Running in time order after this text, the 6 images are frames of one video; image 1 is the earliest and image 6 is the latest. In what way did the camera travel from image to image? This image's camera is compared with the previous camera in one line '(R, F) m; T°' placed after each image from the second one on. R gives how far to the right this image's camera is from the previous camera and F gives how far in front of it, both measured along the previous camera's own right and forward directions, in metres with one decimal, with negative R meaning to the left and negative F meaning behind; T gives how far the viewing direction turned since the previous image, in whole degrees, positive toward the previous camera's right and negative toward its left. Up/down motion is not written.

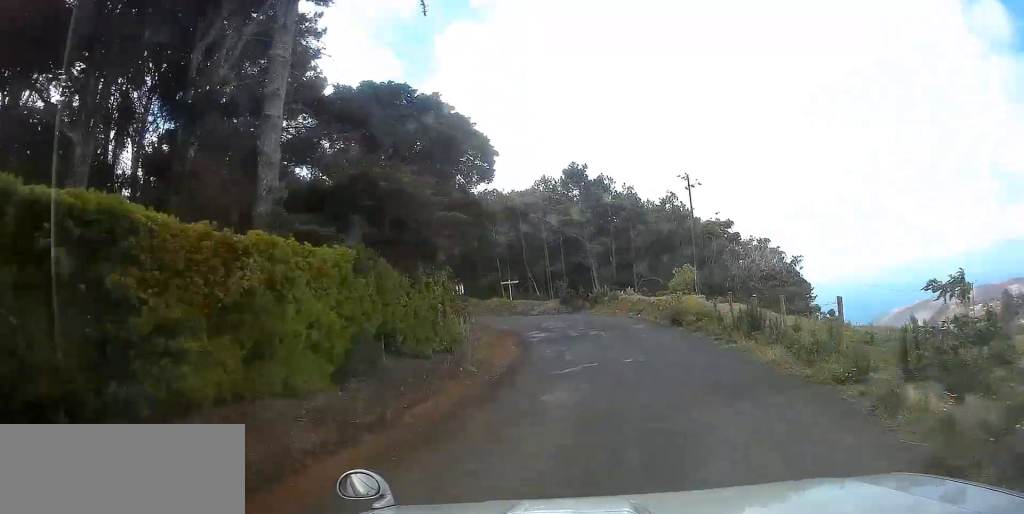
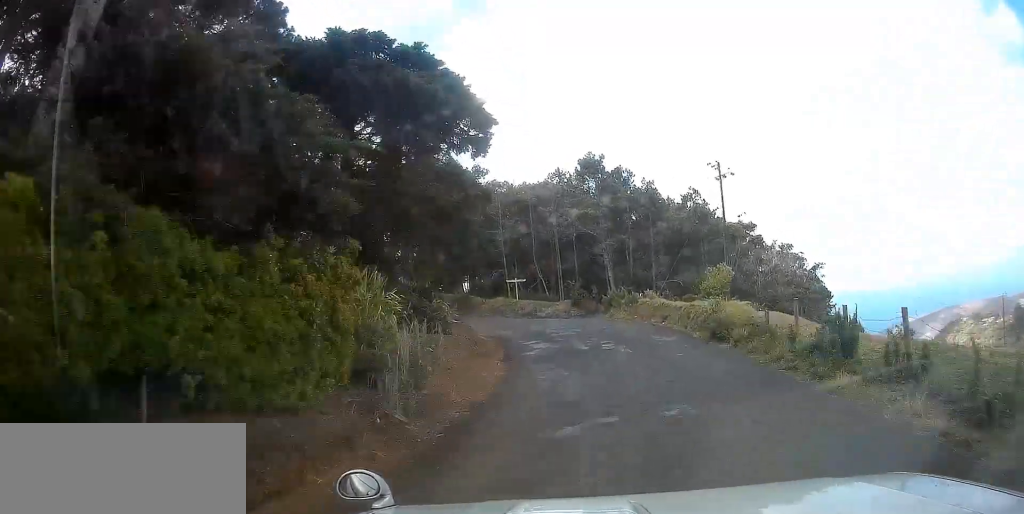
(-0.1, +5.3) m; -2°
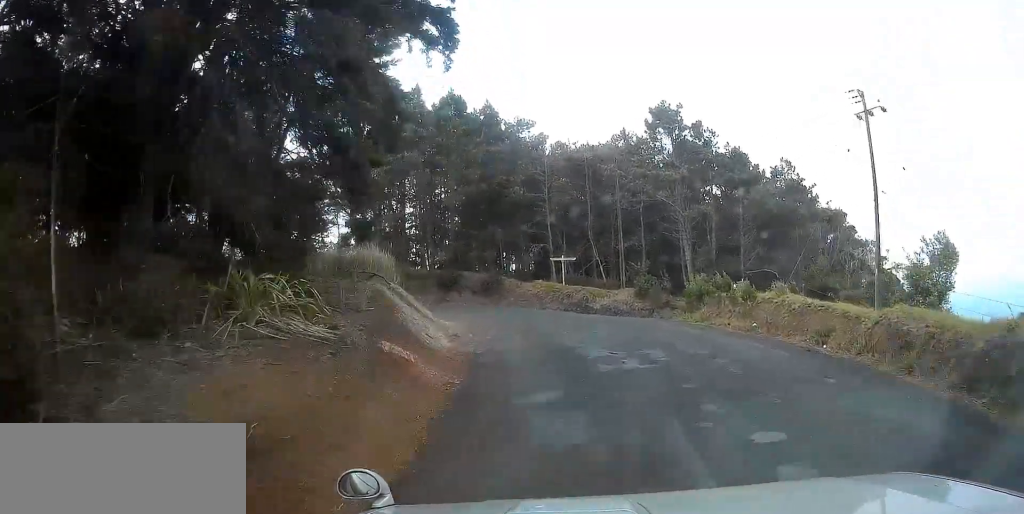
(-0.6, +13.8) m; -8°
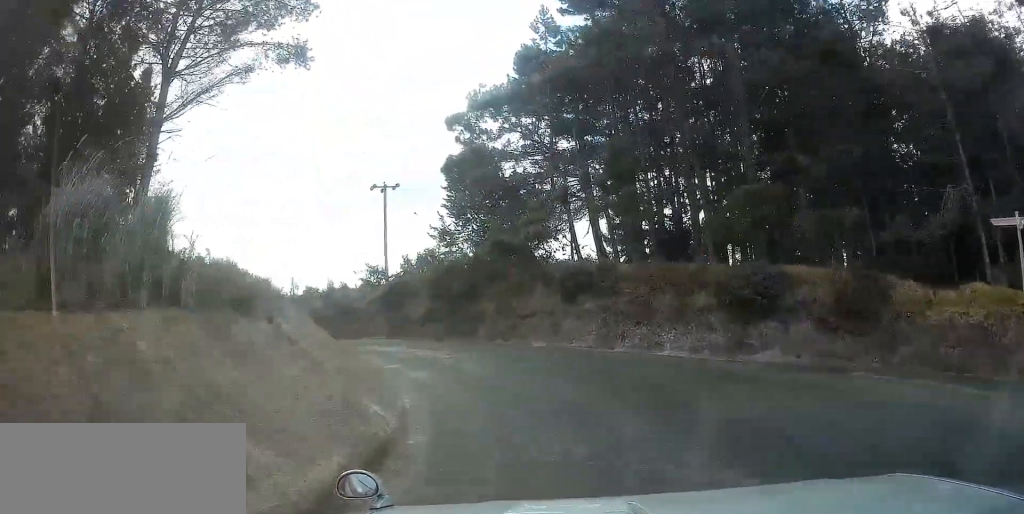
(-6.3, +25.0) m; -33°
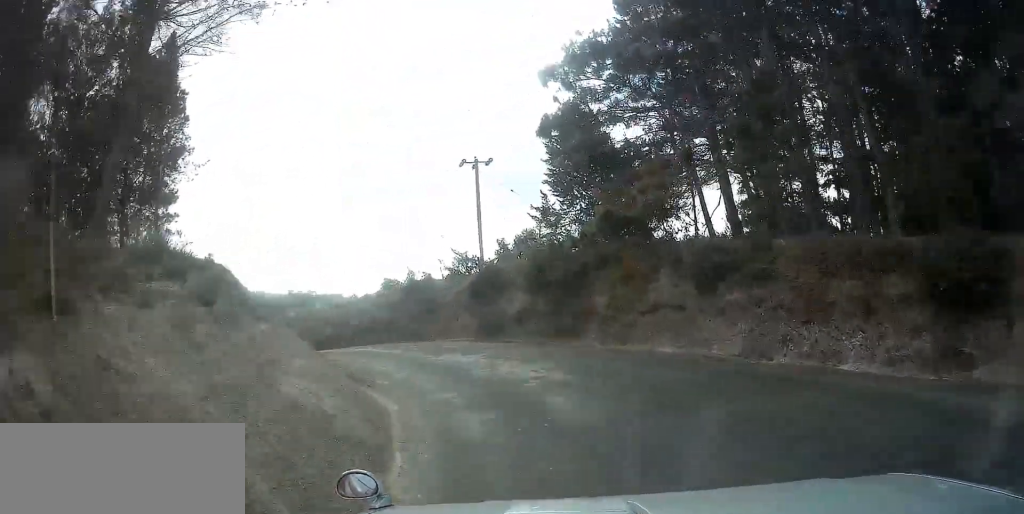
(-0.2, +5.7) m; -10°
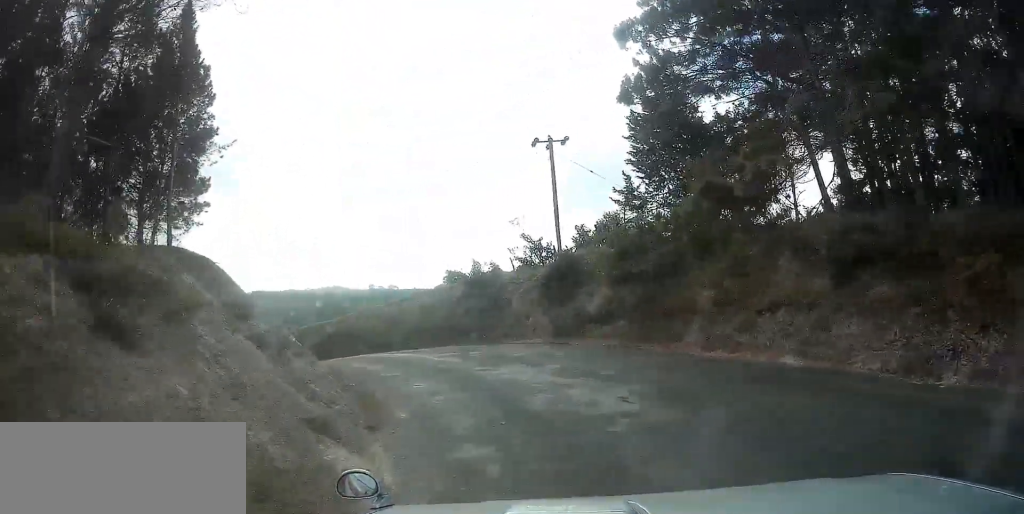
(-0.6, +3.9) m; -10°
